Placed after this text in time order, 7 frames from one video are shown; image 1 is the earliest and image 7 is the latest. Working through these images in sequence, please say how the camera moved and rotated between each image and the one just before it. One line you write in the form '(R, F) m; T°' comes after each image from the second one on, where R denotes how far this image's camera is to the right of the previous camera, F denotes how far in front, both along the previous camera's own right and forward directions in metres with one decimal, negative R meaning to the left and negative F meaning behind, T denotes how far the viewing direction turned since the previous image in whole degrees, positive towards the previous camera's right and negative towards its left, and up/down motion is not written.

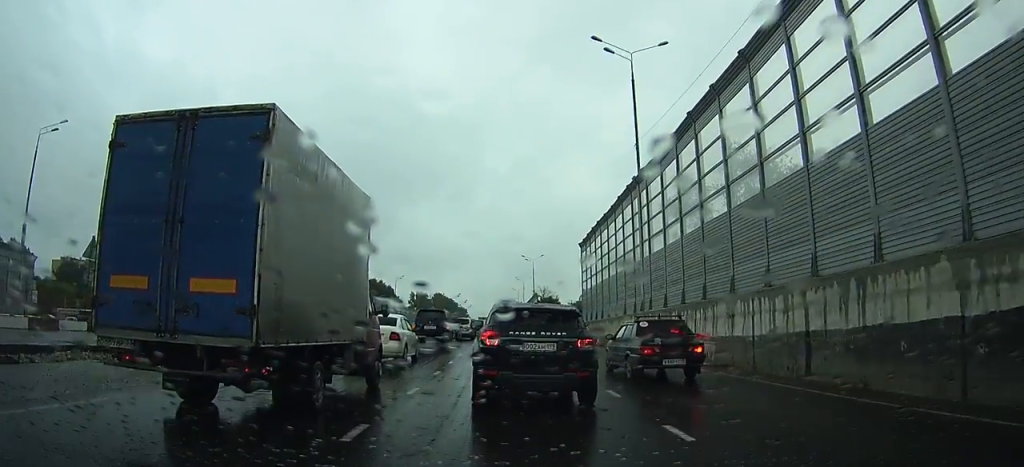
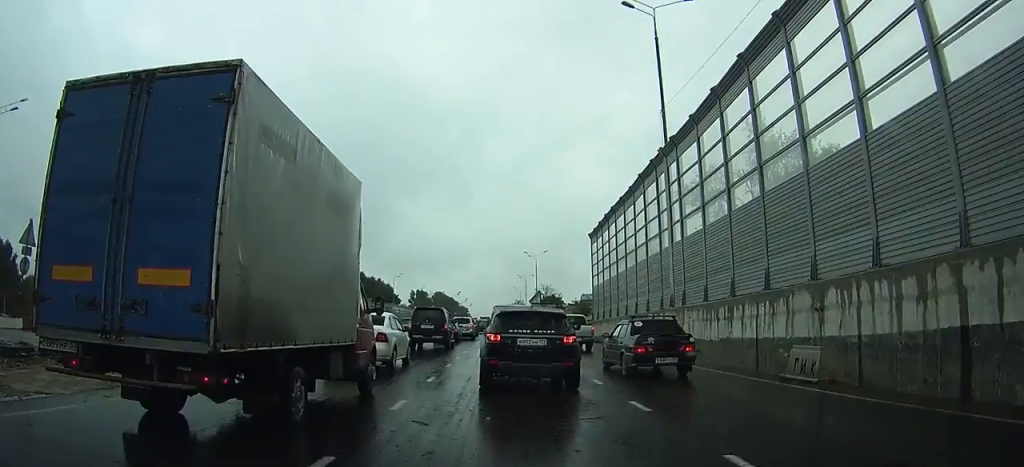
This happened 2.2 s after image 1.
(0.0, +7.3) m; 0°
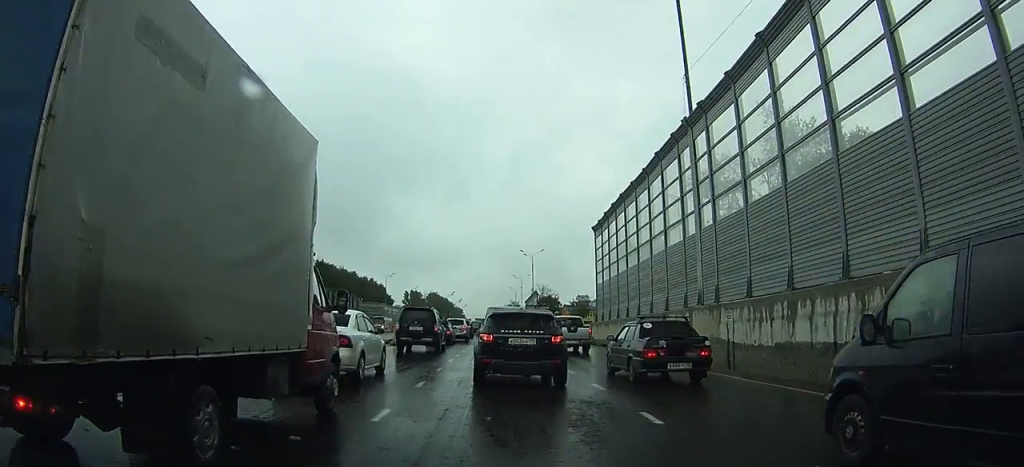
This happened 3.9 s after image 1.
(0.0, +5.3) m; 0°
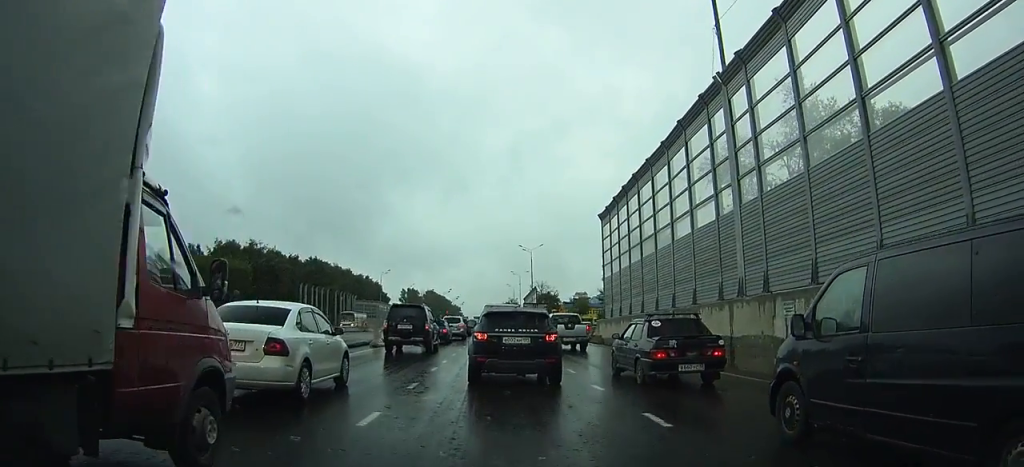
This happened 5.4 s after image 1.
(0.0, +4.4) m; +1°
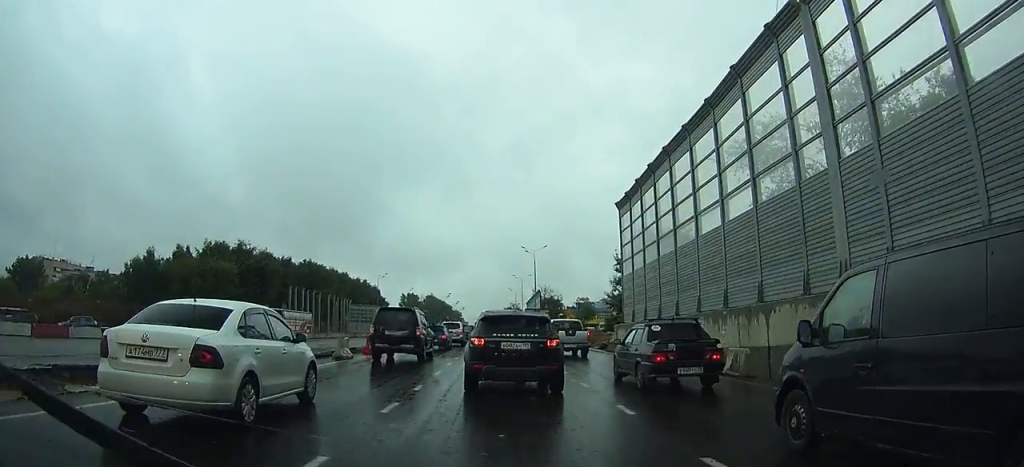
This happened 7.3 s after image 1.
(+0.1, +5.9) m; 0°
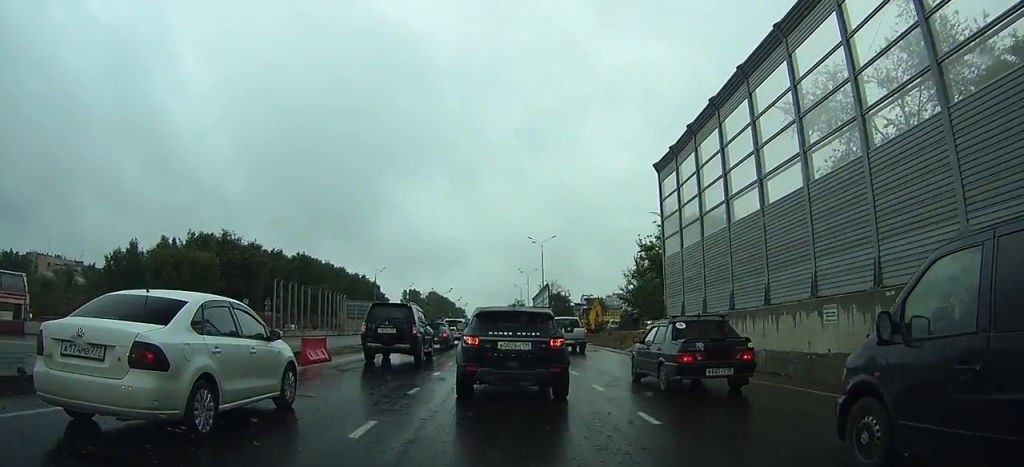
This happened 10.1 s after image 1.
(-0.1, +8.6) m; -1°
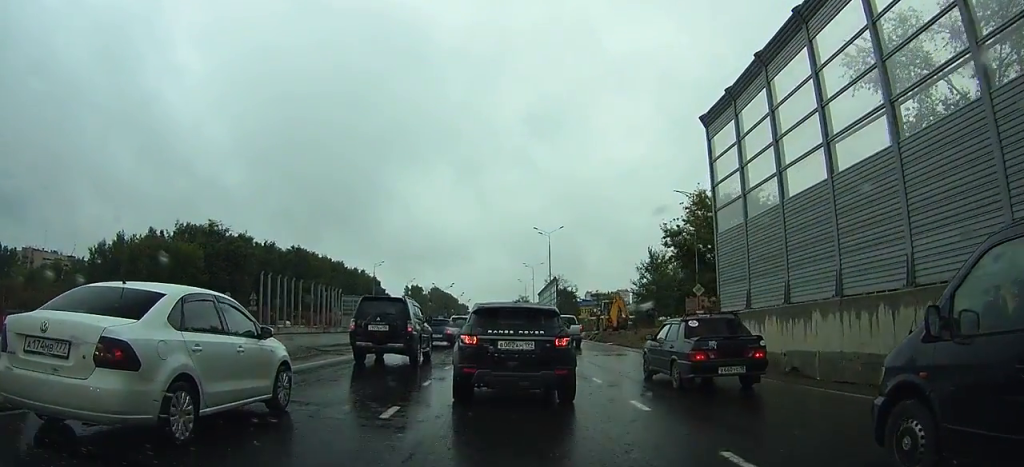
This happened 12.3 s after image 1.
(0.0, +7.0) m; 0°
